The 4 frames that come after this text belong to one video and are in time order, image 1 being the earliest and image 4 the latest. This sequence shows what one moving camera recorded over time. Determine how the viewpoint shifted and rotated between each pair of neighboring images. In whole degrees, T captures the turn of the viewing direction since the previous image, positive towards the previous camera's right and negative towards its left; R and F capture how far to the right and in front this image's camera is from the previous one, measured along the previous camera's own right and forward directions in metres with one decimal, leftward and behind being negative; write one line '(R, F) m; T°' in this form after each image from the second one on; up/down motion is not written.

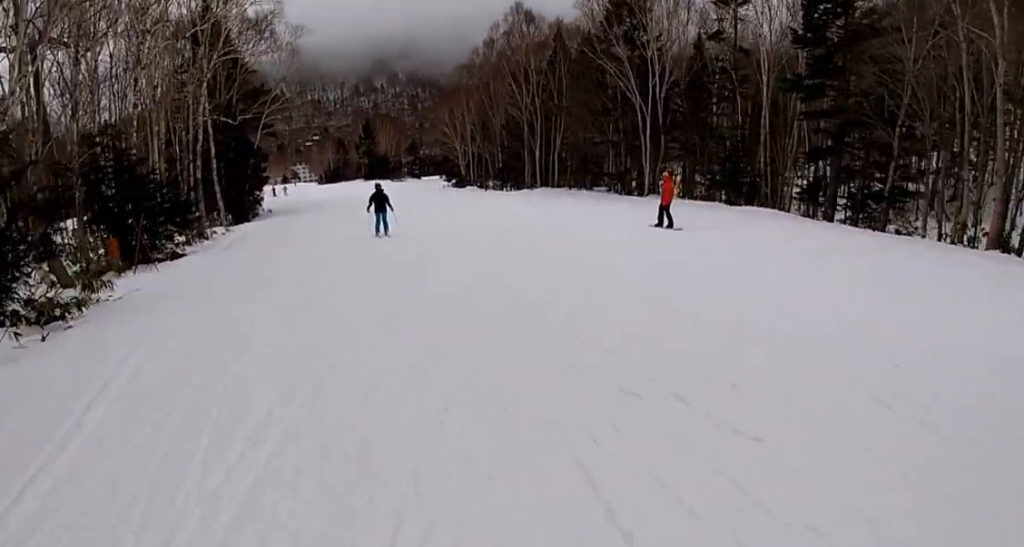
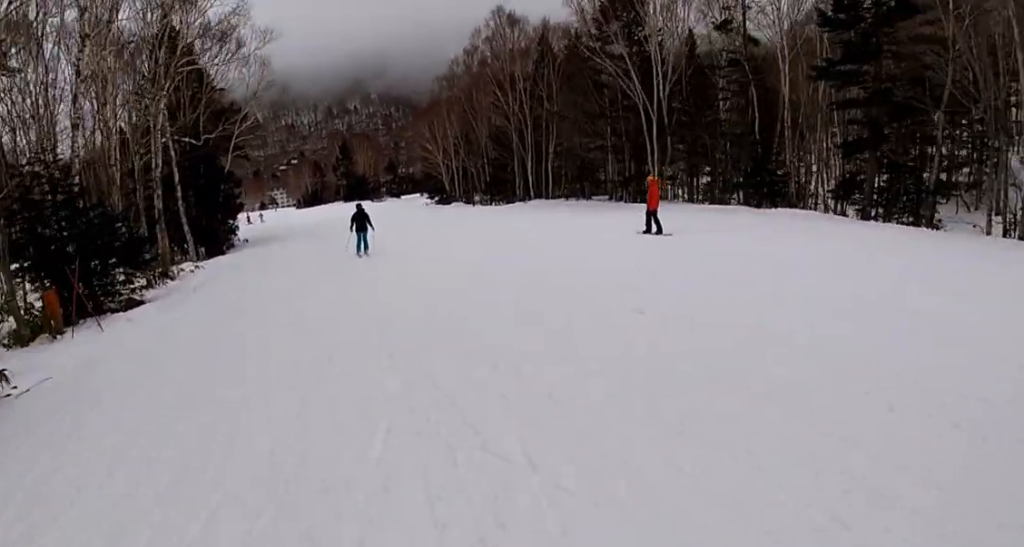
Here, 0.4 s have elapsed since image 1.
(-0.5, +3.7) m; 0°
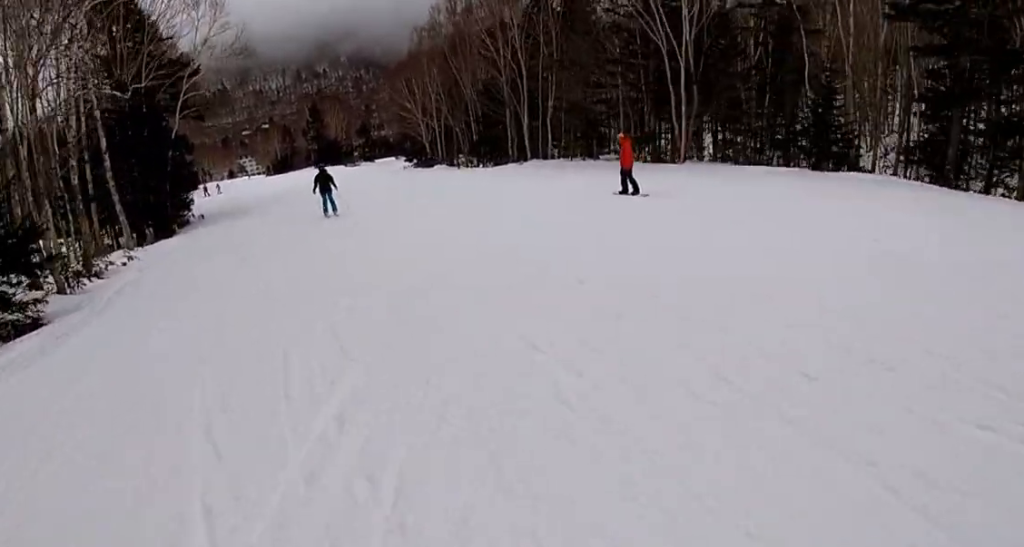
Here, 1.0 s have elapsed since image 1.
(0.0, +5.6) m; +1°
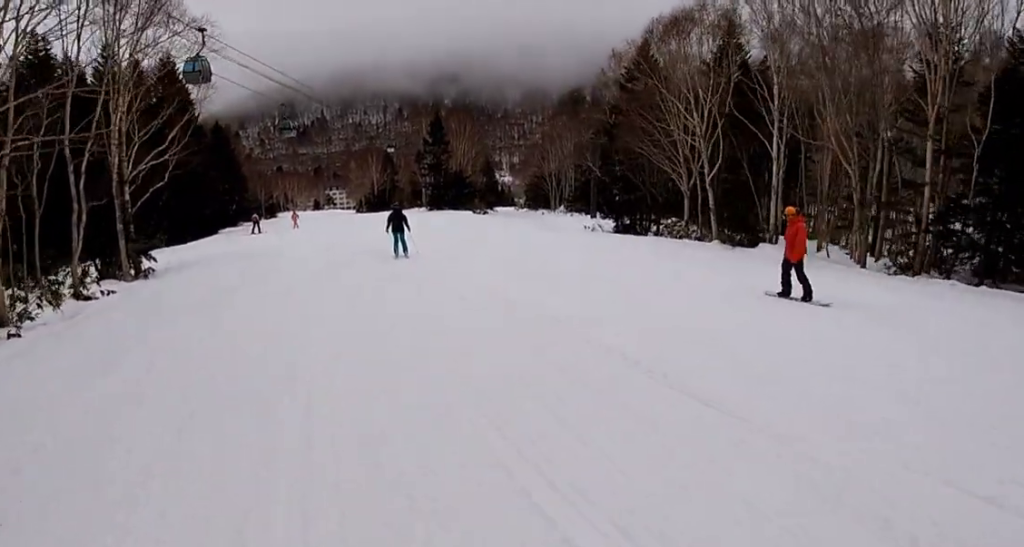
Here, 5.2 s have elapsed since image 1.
(-0.1, +41.3) m; -3°
